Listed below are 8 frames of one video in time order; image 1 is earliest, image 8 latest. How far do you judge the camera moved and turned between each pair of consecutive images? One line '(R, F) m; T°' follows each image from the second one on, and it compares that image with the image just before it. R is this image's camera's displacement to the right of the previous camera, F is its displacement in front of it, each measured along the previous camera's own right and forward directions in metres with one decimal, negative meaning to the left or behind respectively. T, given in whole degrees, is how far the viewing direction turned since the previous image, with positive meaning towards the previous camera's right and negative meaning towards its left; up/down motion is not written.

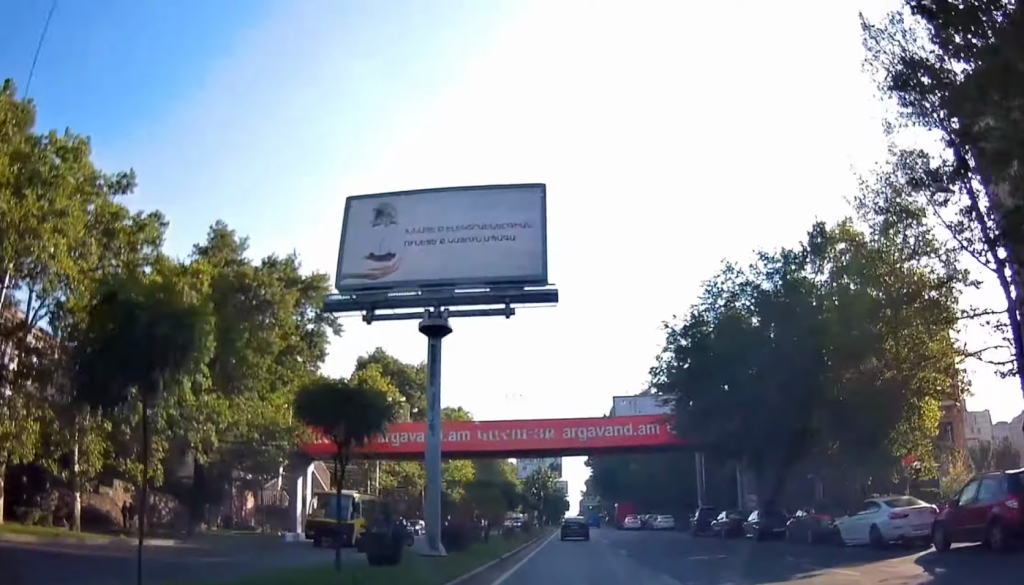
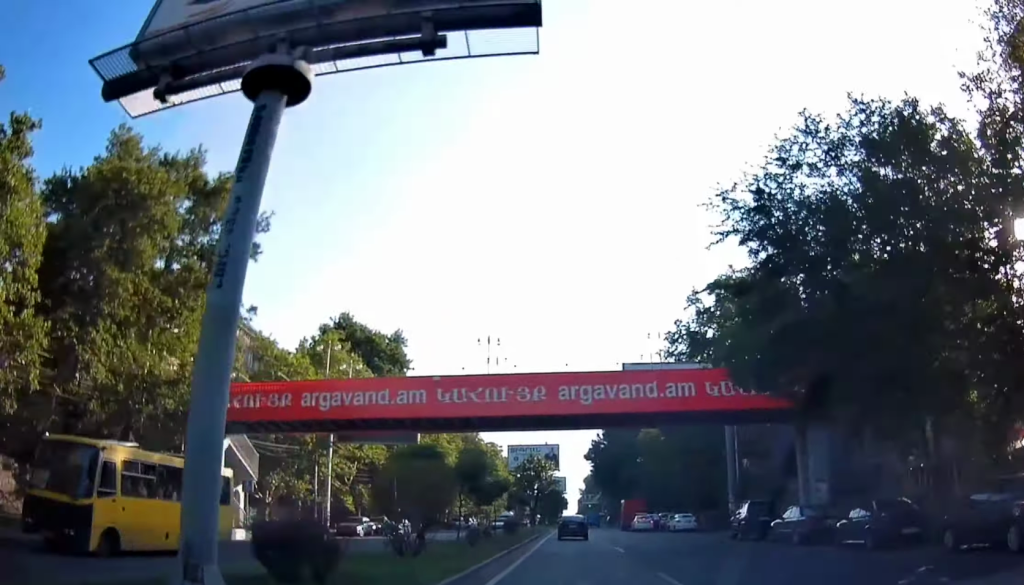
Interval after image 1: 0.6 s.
(-0.1, +12.0) m; -1°
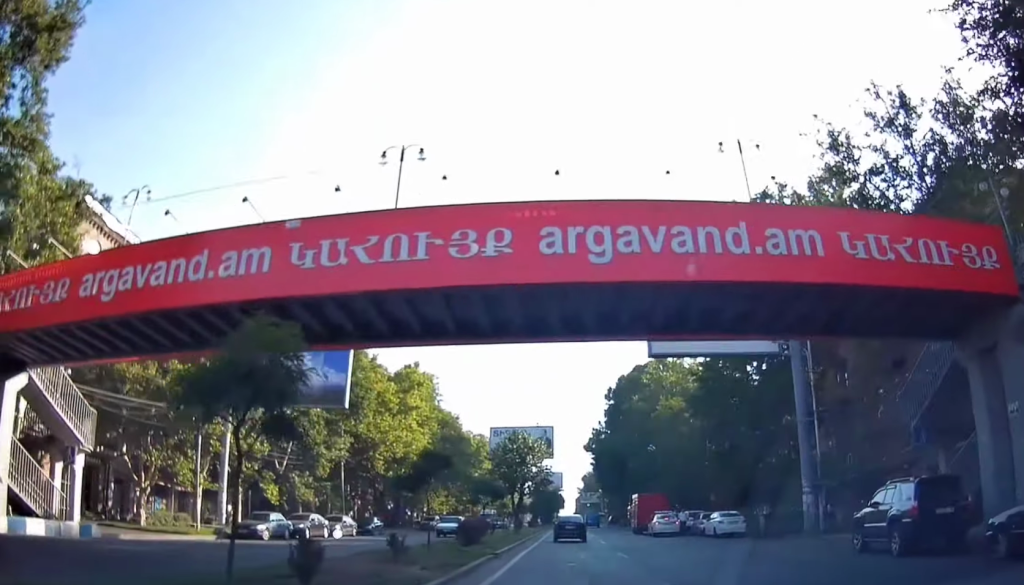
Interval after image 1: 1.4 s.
(-0.4, +15.5) m; -1°
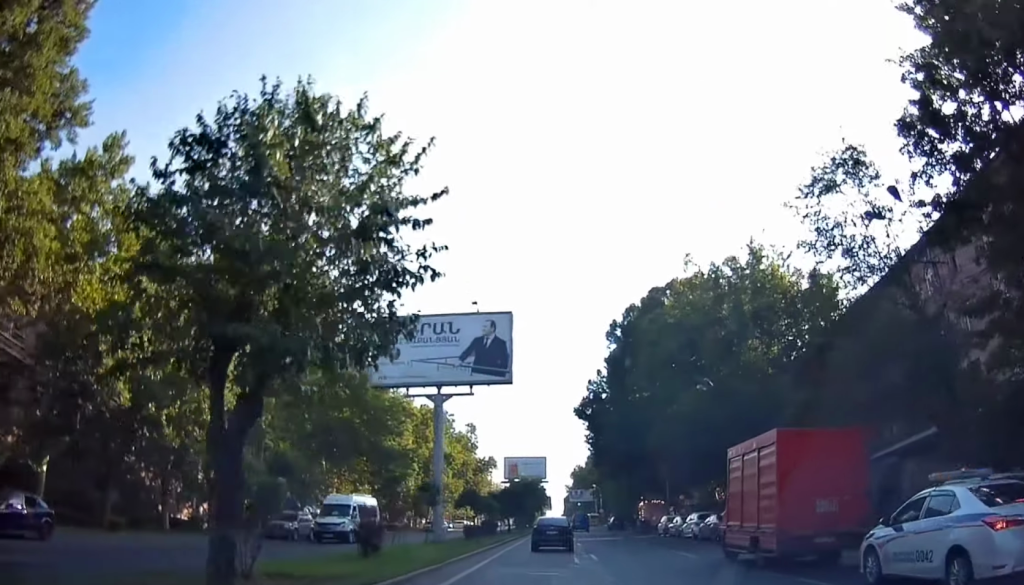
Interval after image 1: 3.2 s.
(0.0, +36.1) m; +1°
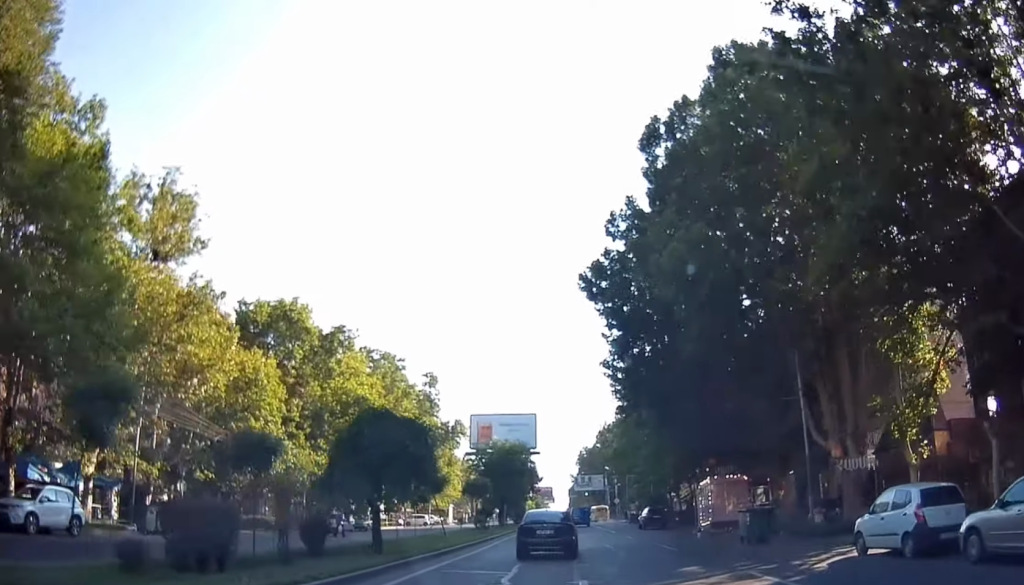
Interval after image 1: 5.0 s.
(+0.2, +36.2) m; -1°
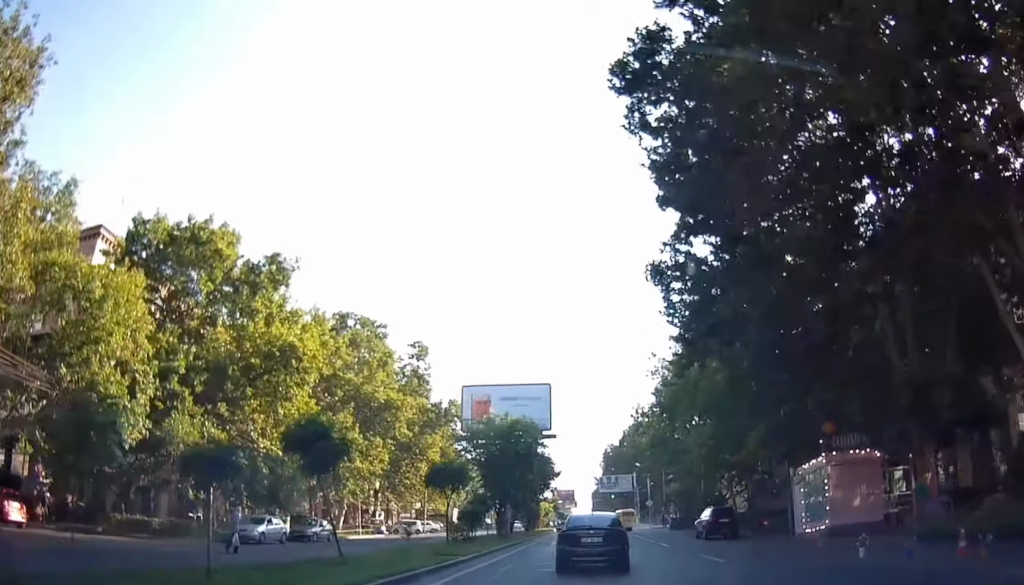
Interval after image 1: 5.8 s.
(0.0, +16.8) m; 0°
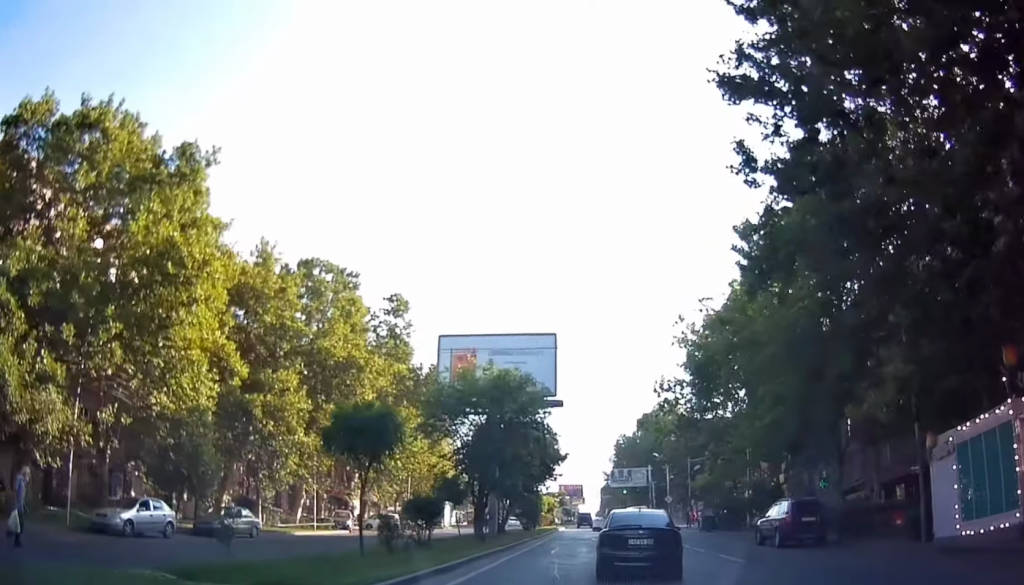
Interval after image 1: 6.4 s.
(+0.1, +12.0) m; 0°
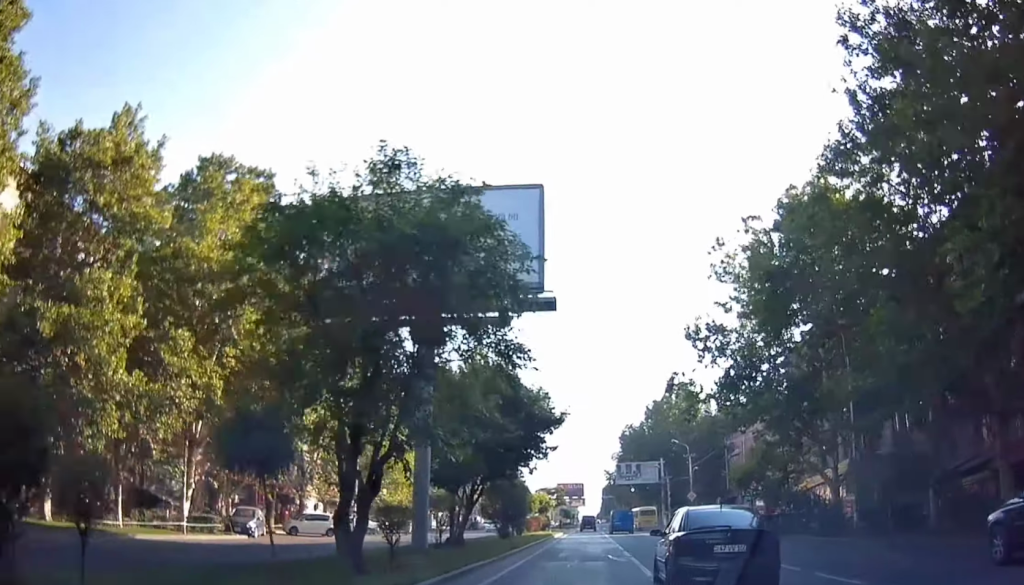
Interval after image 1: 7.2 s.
(-0.3, +16.7) m; 0°
